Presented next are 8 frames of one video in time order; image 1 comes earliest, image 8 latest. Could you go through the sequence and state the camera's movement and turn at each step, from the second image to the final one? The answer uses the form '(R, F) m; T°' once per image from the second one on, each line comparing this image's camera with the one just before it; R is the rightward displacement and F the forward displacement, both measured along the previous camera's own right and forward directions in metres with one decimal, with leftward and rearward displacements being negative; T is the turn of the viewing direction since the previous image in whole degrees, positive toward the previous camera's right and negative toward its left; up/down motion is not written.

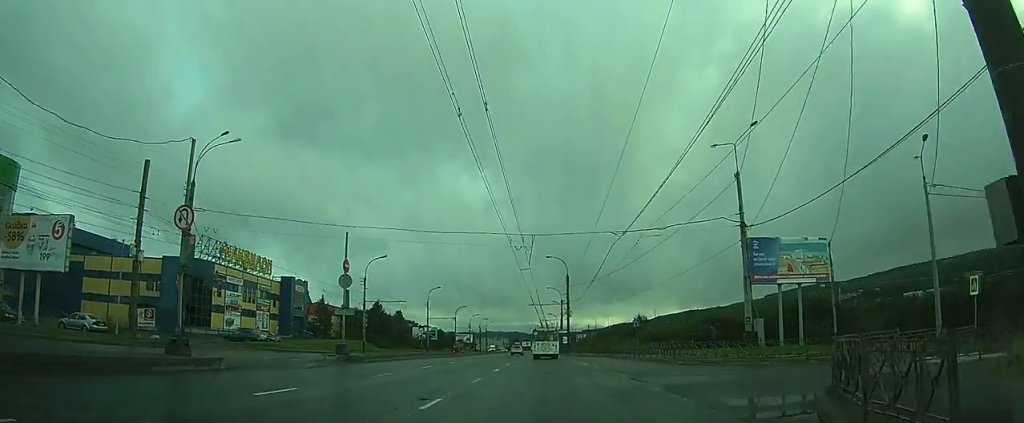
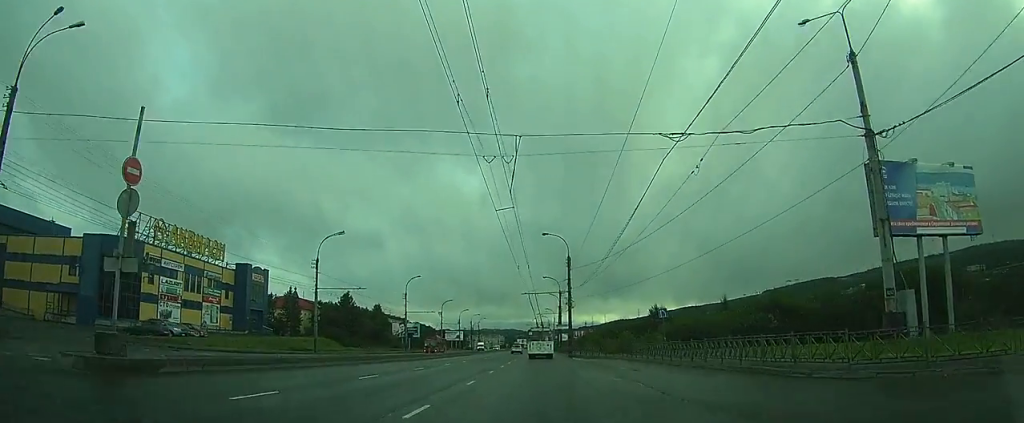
(-0.4, +18.3) m; -2°
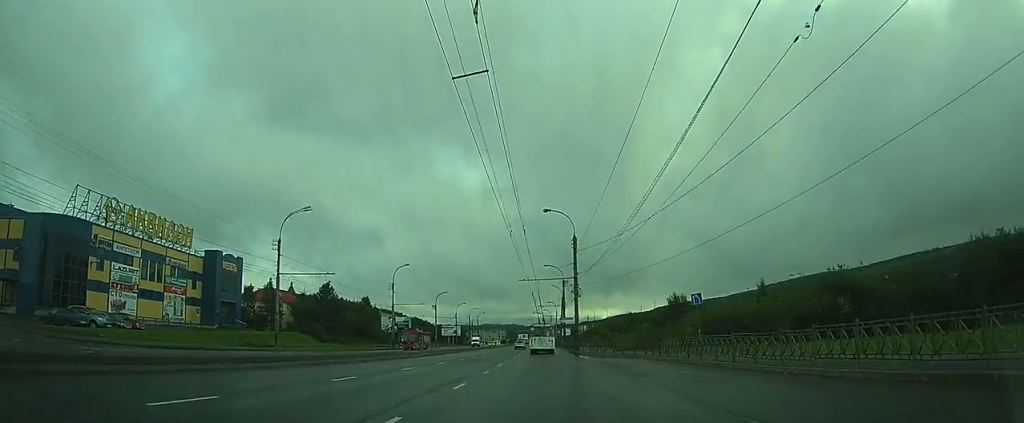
(0.0, +11.7) m; 0°
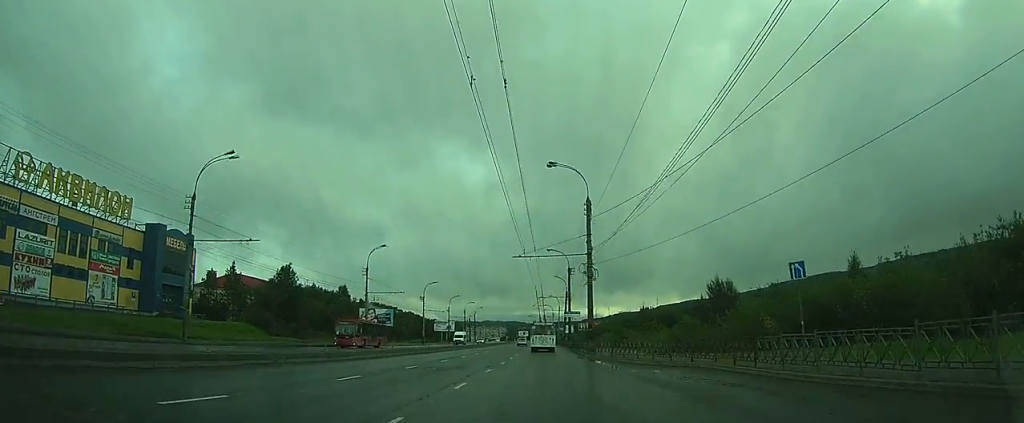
(0.0, +17.7) m; 0°
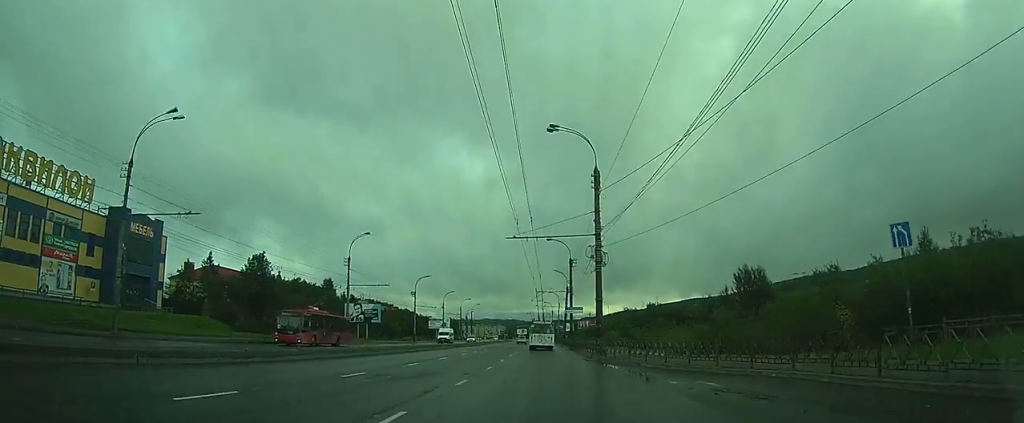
(0.0, +8.4) m; 0°
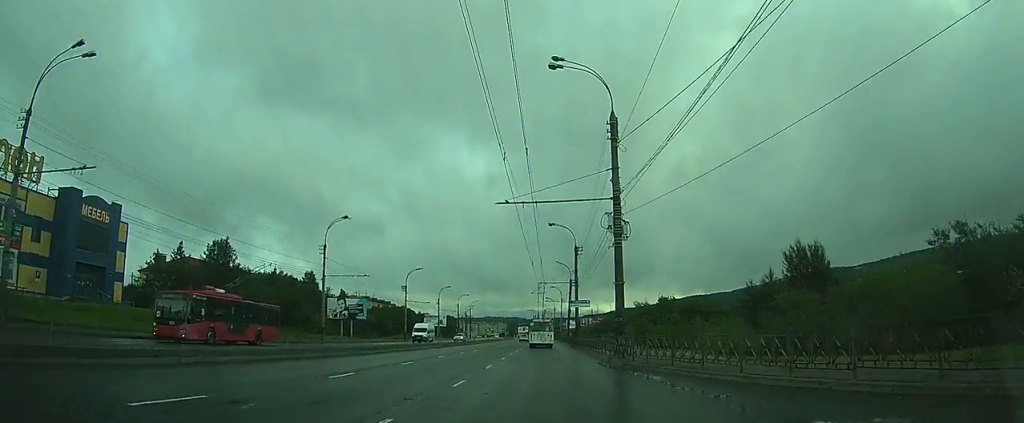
(0.0, +10.2) m; +1°
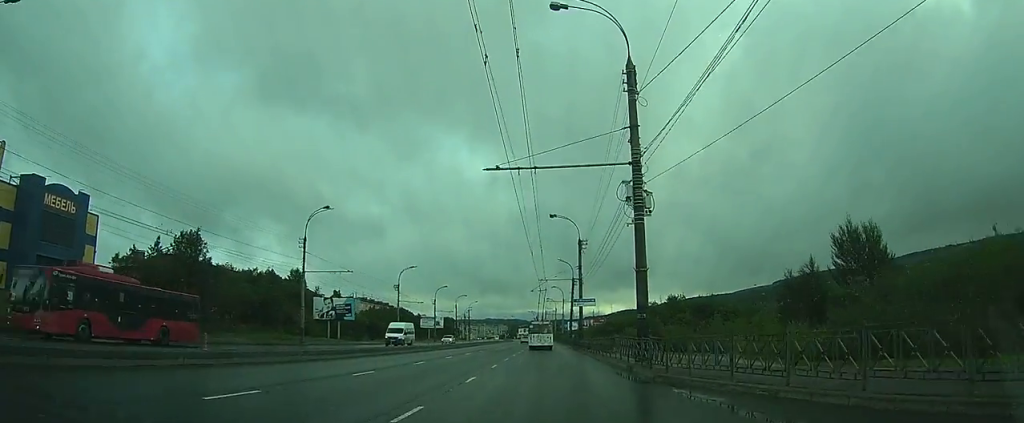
(-0.1, +6.7) m; 0°
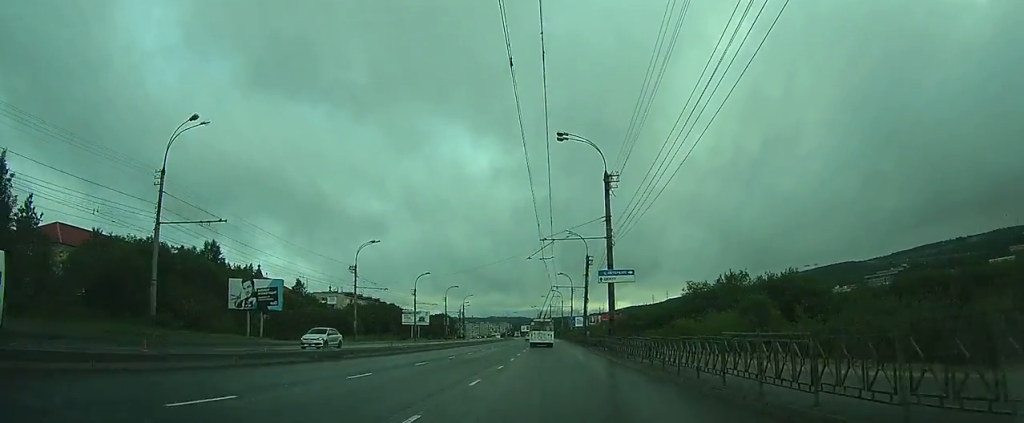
(+0.5, +27.8) m; +1°
